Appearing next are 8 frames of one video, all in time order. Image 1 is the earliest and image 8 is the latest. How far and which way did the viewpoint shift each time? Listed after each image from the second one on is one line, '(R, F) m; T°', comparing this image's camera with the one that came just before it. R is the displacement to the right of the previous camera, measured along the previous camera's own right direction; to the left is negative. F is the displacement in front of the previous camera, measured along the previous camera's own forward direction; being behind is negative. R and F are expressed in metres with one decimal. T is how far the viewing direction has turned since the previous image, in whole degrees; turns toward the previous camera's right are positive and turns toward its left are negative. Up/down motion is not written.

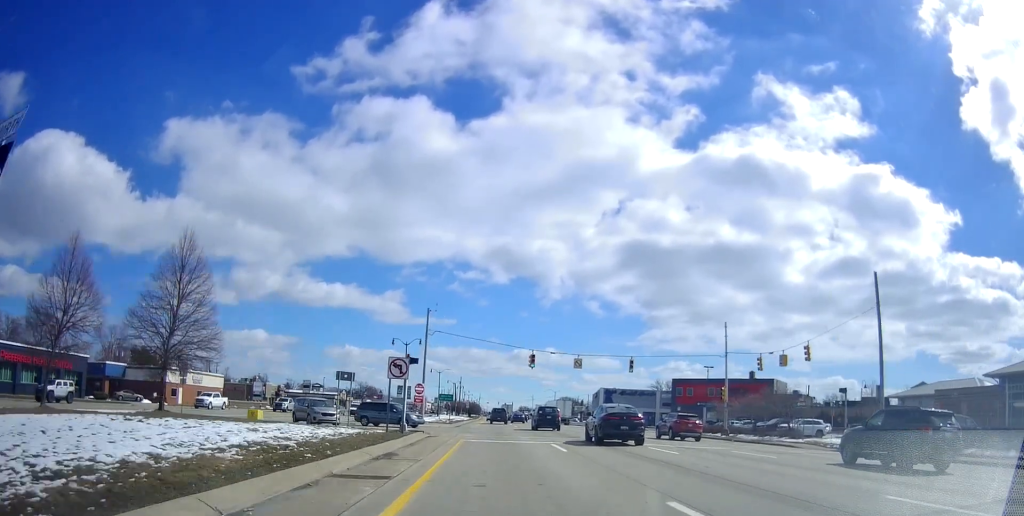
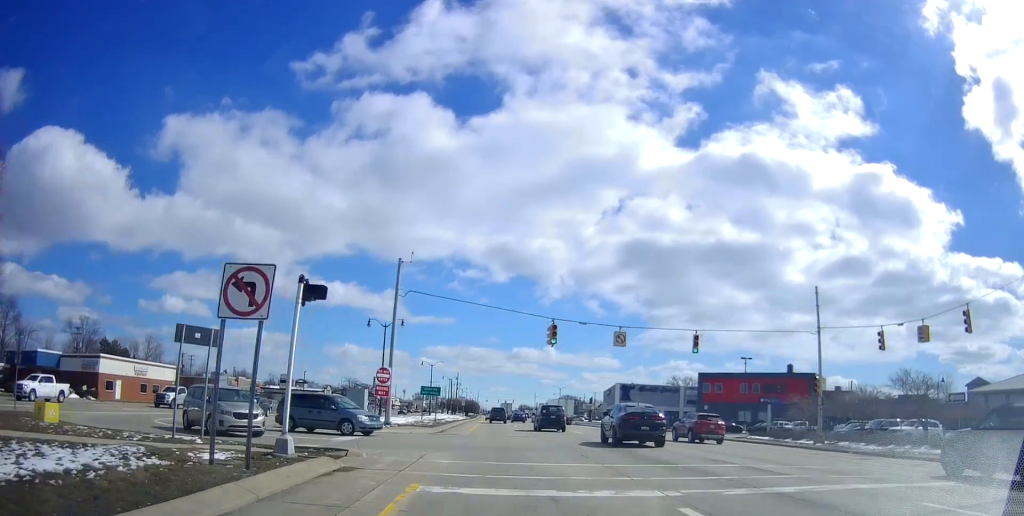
(+0.1, +16.0) m; 0°
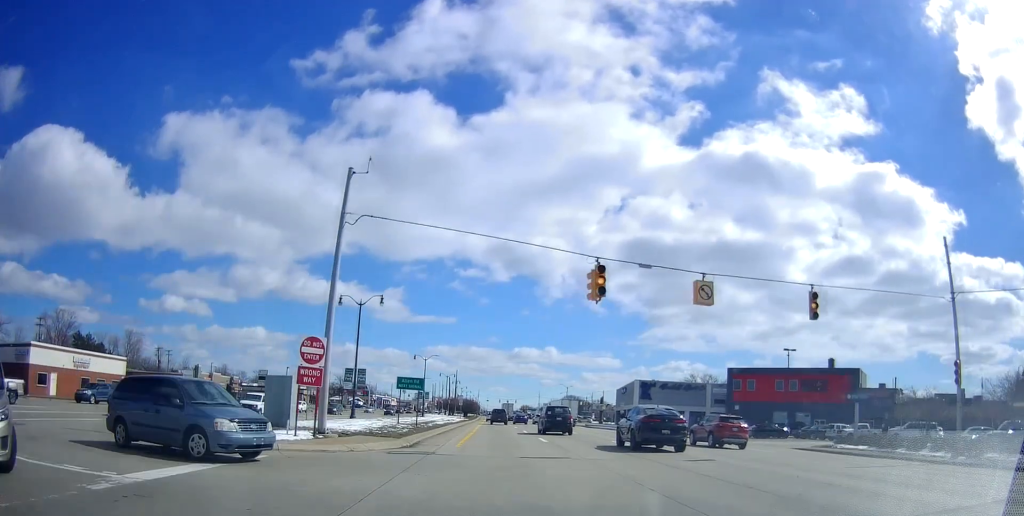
(-0.2, +13.1) m; -1°
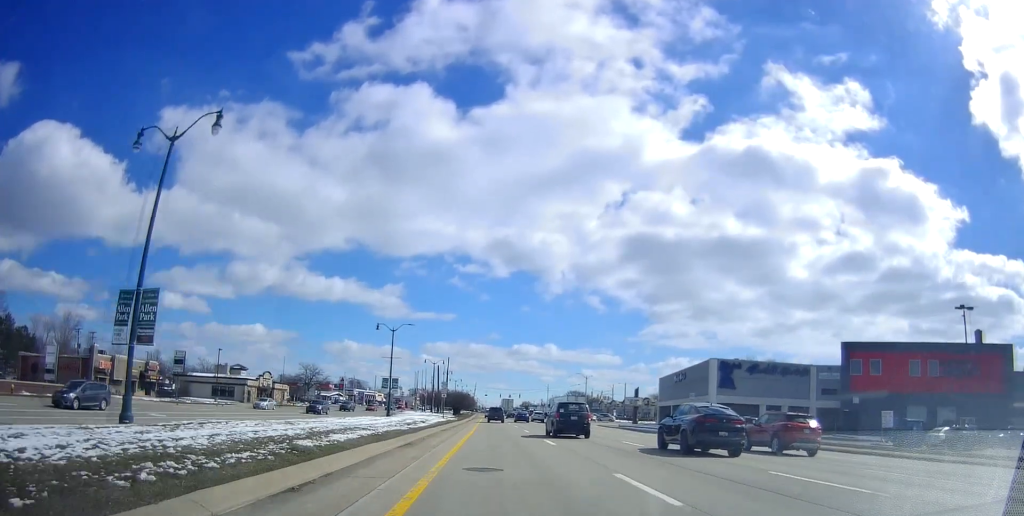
(-0.1, +33.2) m; +1°
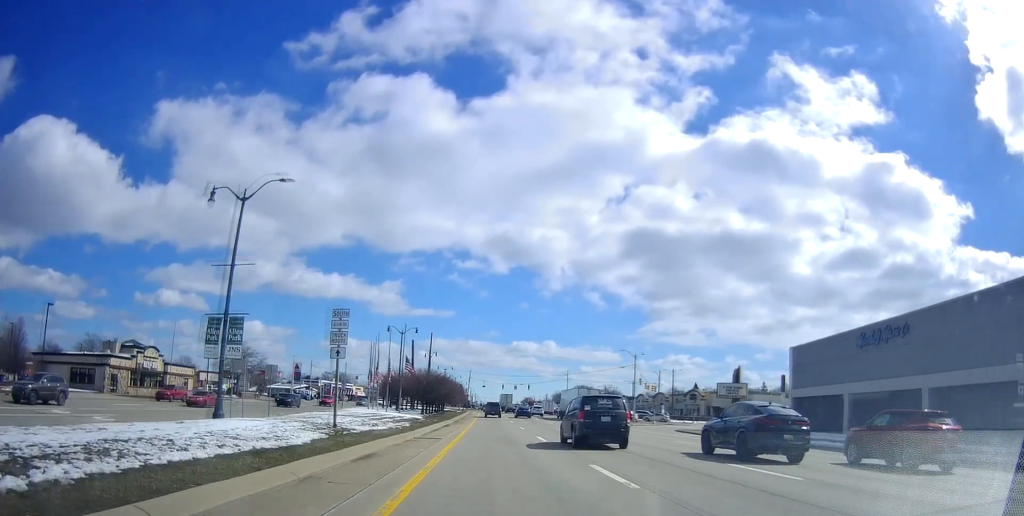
(+0.7, +43.6) m; 0°
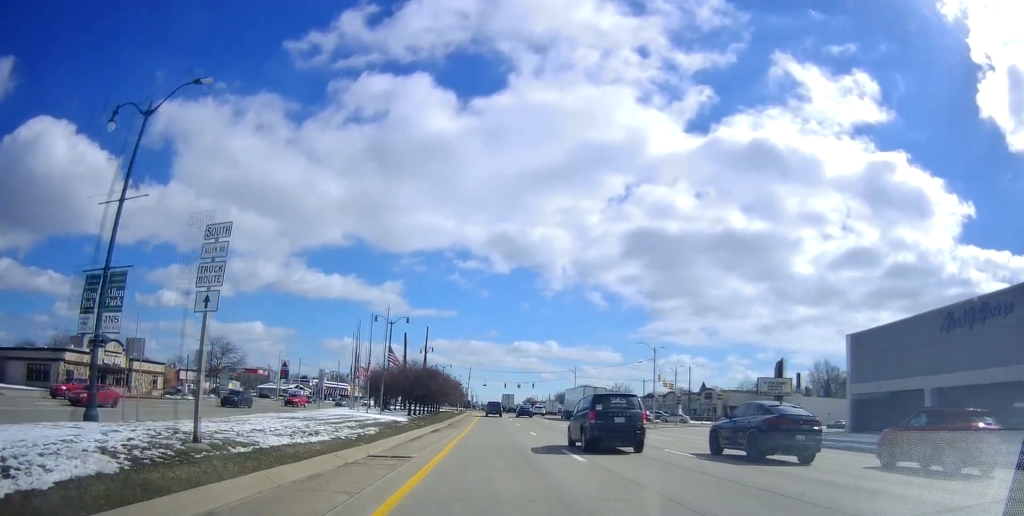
(-0.2, +9.5) m; -1°
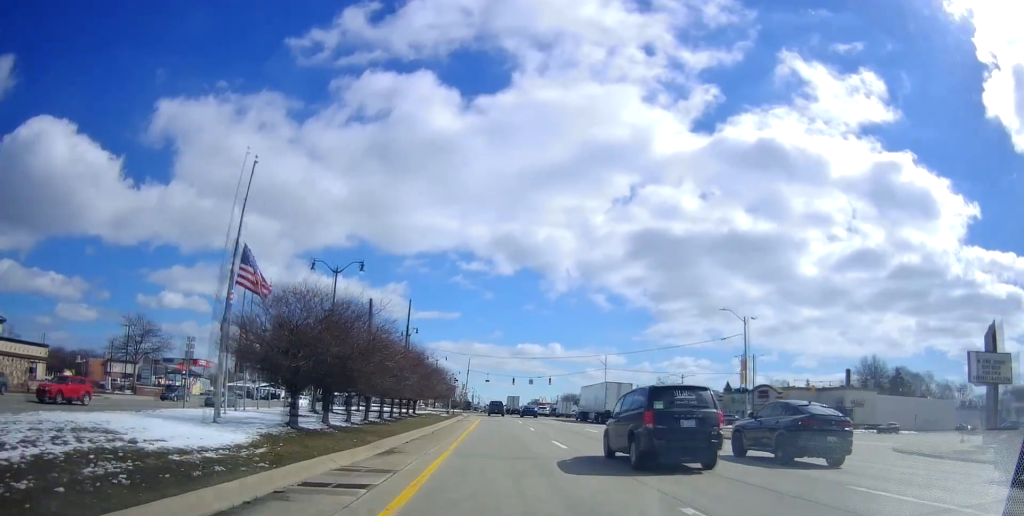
(0.0, +26.9) m; 0°
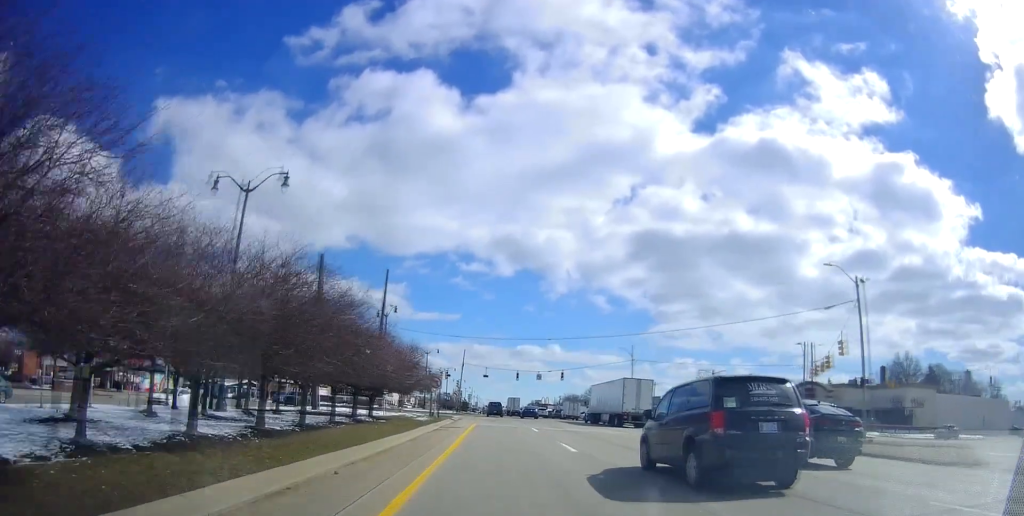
(0.0, +16.9) m; 0°
